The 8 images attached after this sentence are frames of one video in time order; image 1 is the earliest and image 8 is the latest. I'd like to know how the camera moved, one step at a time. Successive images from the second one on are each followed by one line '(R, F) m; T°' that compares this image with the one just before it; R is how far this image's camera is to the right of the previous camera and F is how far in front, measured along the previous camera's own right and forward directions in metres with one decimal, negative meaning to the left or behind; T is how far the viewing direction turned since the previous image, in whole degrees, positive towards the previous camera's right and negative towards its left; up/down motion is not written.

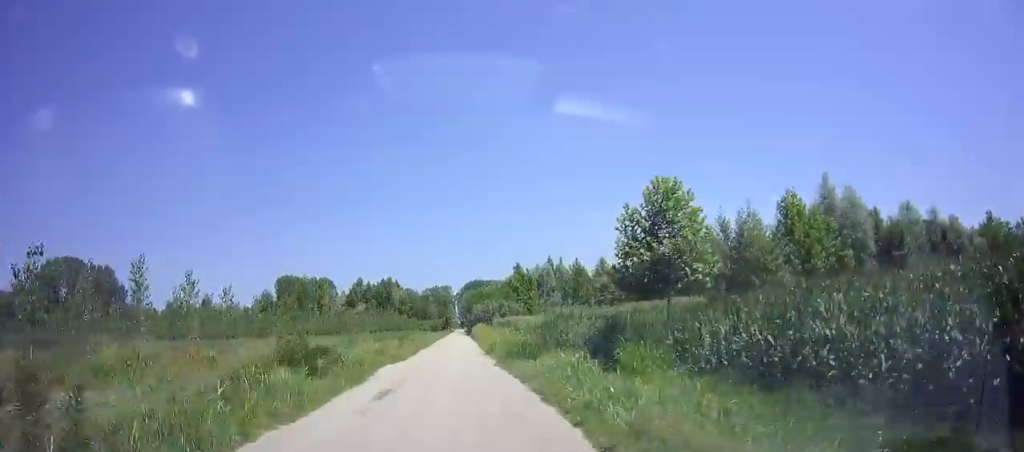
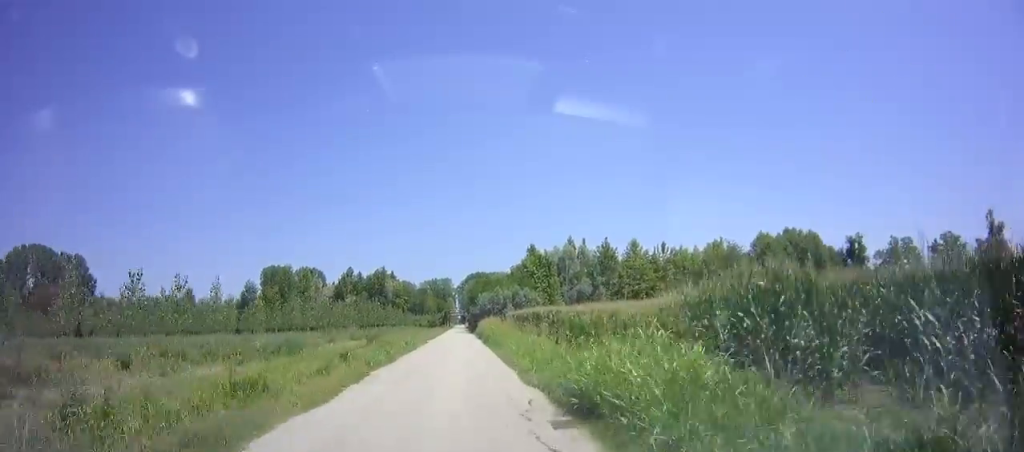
(0.0, +22.5) m; 0°
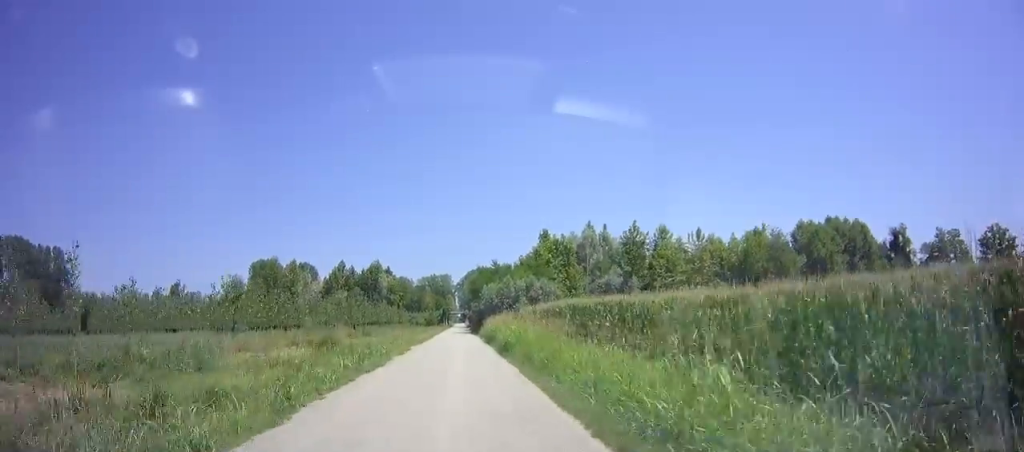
(0.0, +14.6) m; 0°
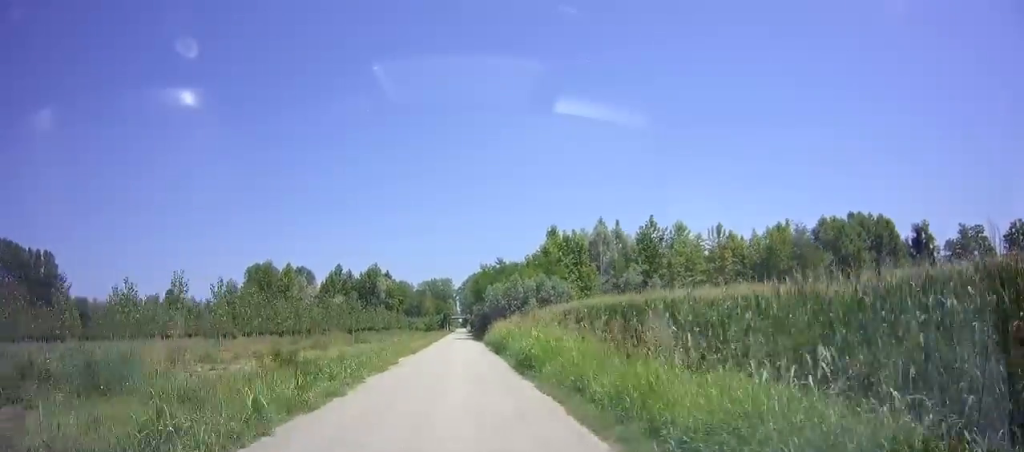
(0.0, +6.6) m; 0°
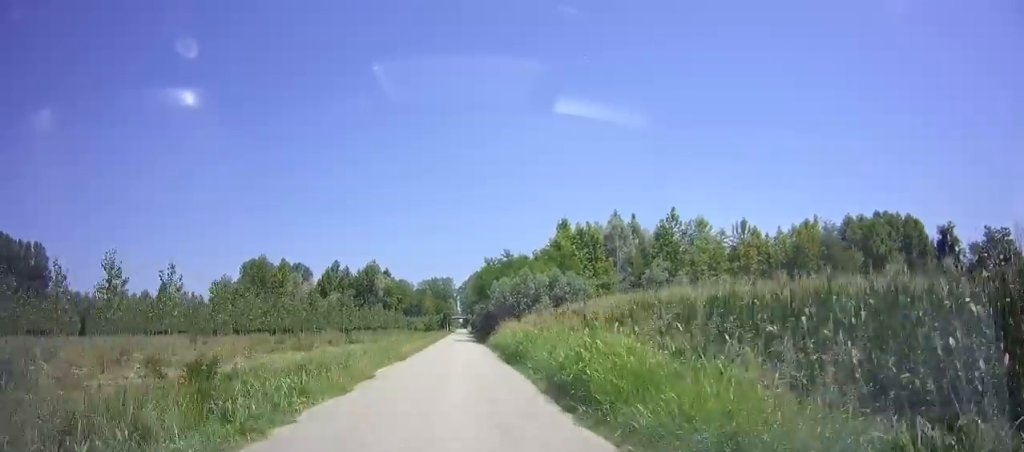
(0.0, +6.6) m; 0°
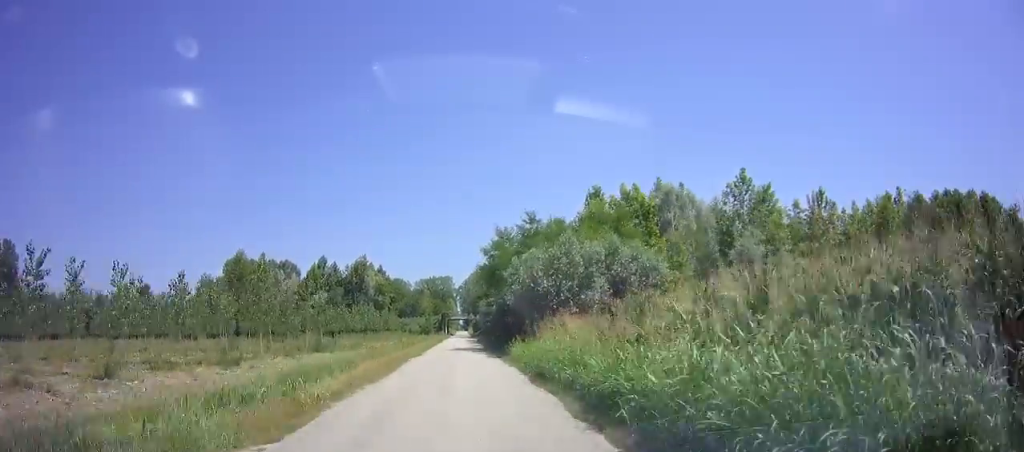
(-0.1, +16.9) m; 0°
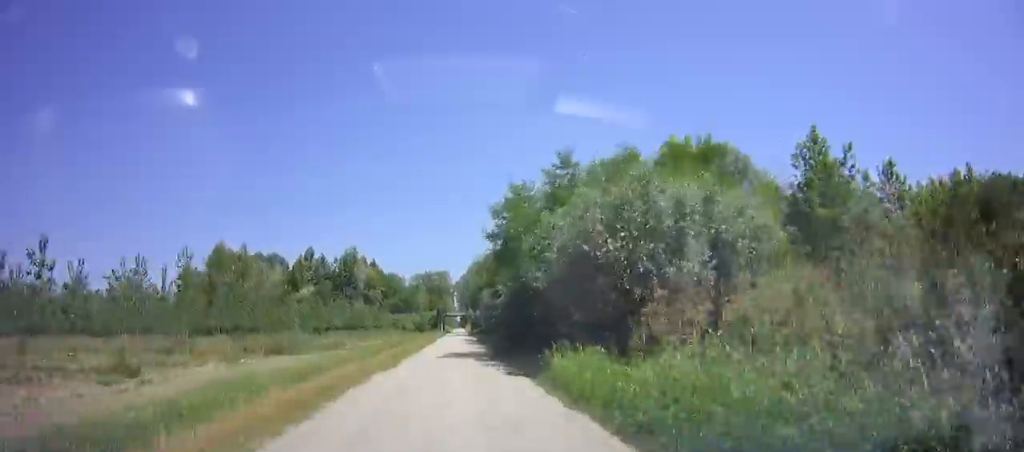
(0.0, +11.8) m; 0°
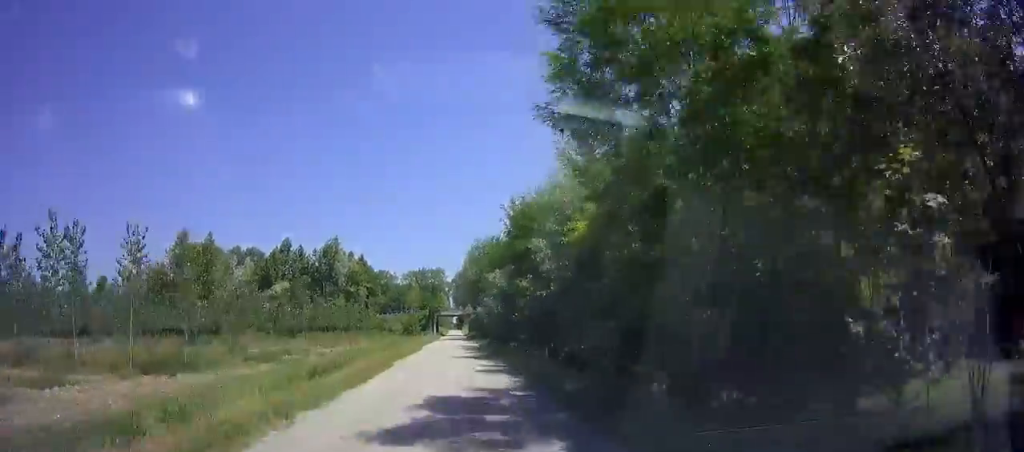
(0.0, +17.3) m; 0°
